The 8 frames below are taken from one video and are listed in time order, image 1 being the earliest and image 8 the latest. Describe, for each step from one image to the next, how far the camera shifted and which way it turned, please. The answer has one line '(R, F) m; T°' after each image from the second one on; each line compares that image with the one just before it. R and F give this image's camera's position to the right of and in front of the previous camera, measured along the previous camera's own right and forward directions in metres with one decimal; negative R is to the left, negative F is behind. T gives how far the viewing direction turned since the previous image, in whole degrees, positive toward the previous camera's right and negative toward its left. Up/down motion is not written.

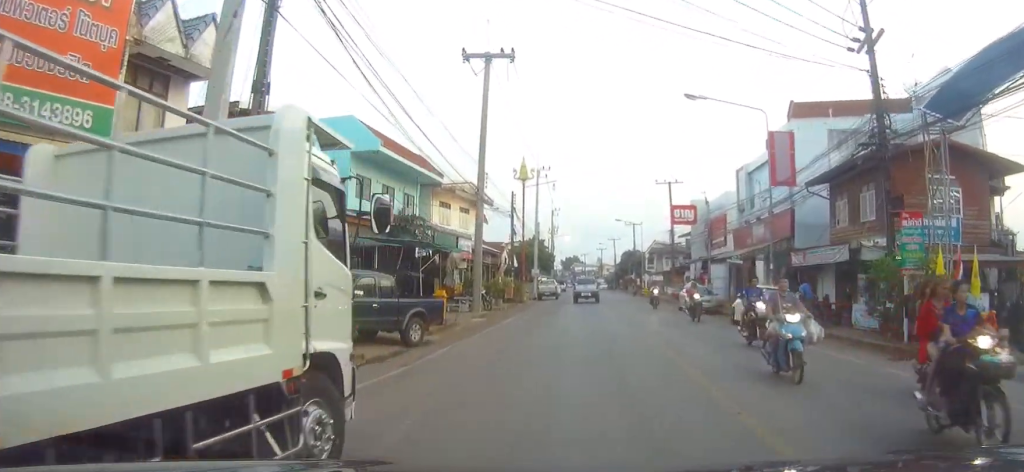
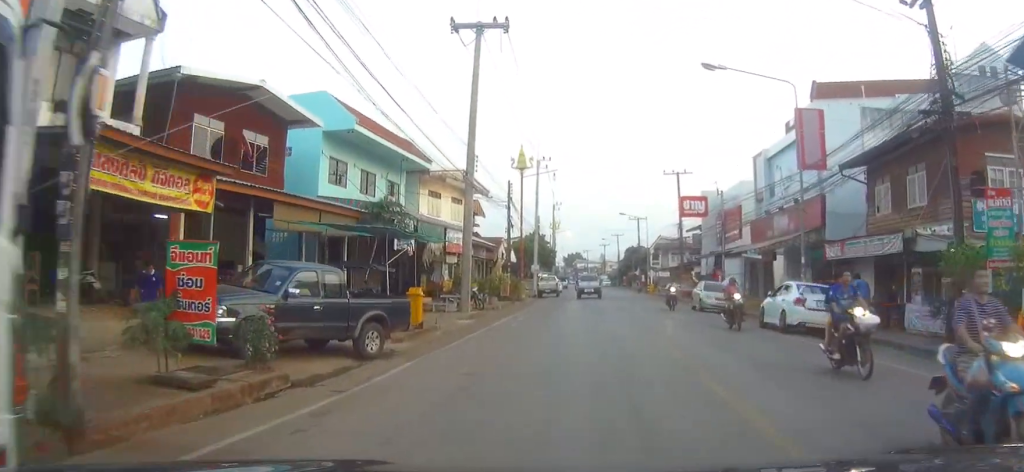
(0.0, +4.0) m; 0°
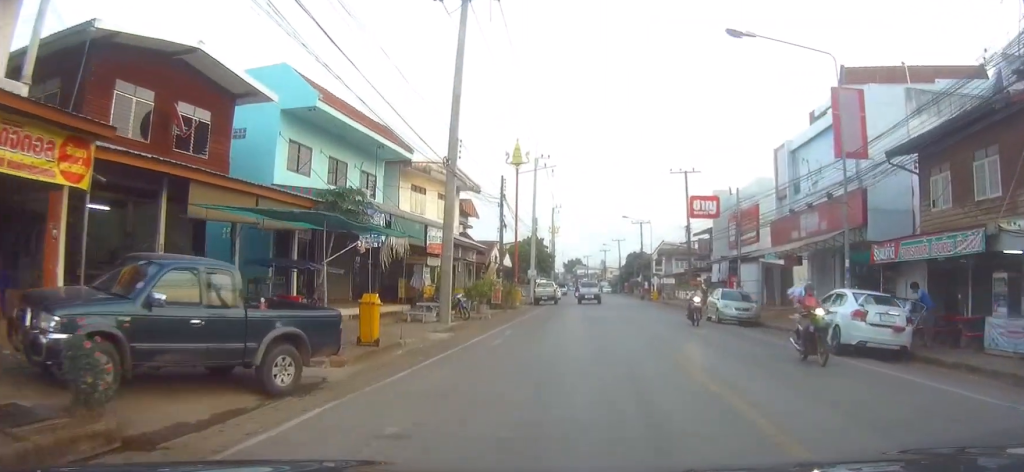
(0.0, +4.6) m; 0°
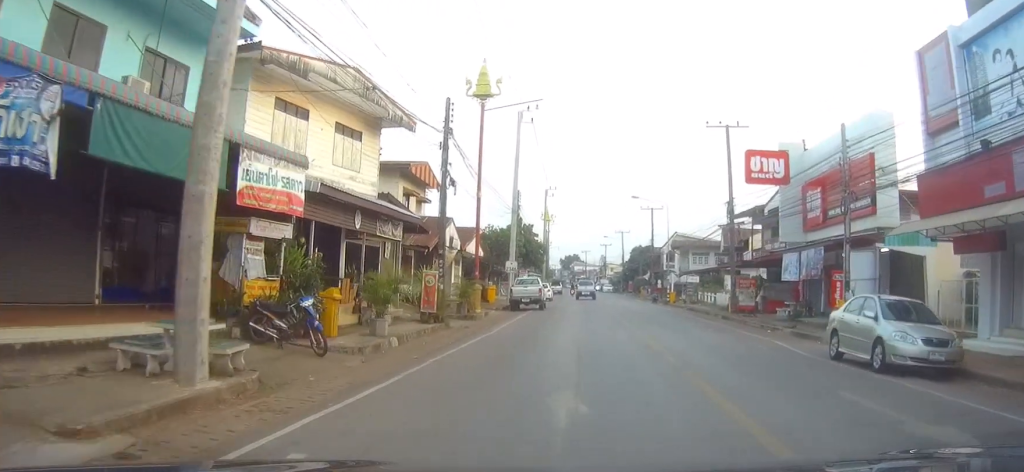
(+0.1, +17.7) m; +1°
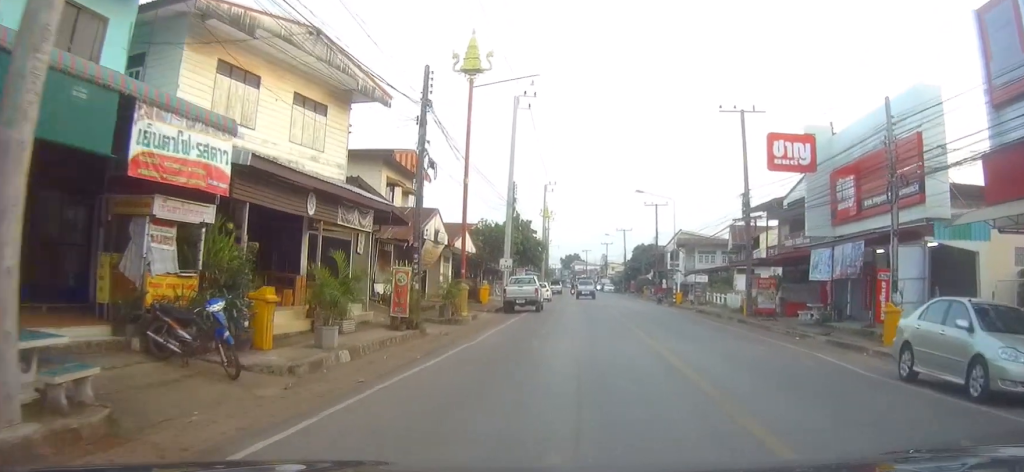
(+0.1, +4.1) m; 0°
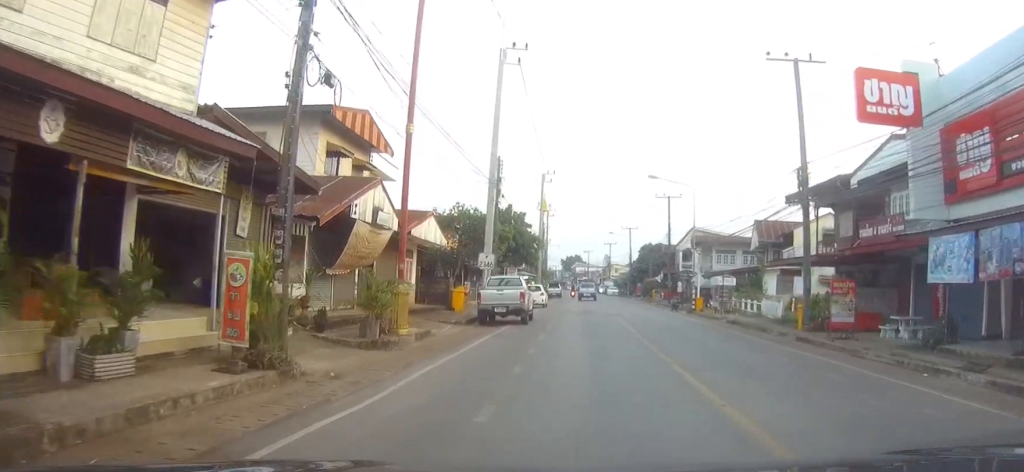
(-0.2, +9.7) m; -1°
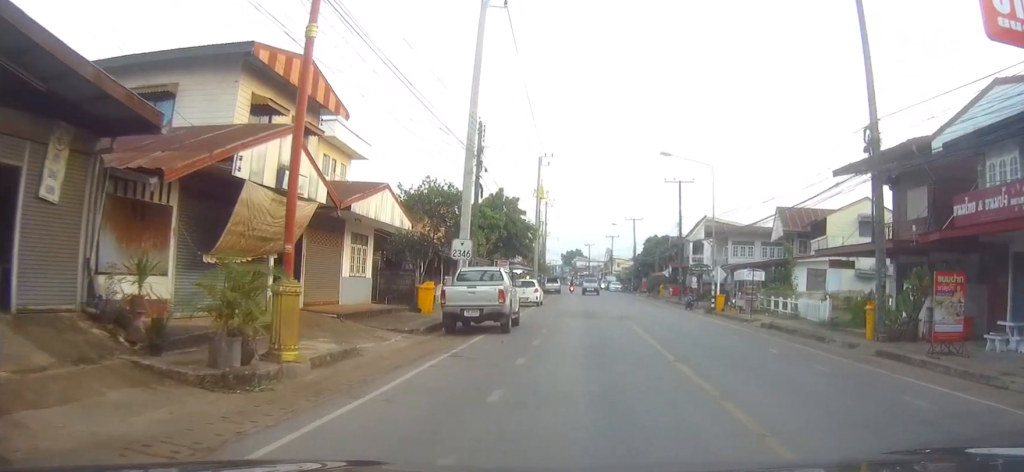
(0.0, +7.5) m; 0°
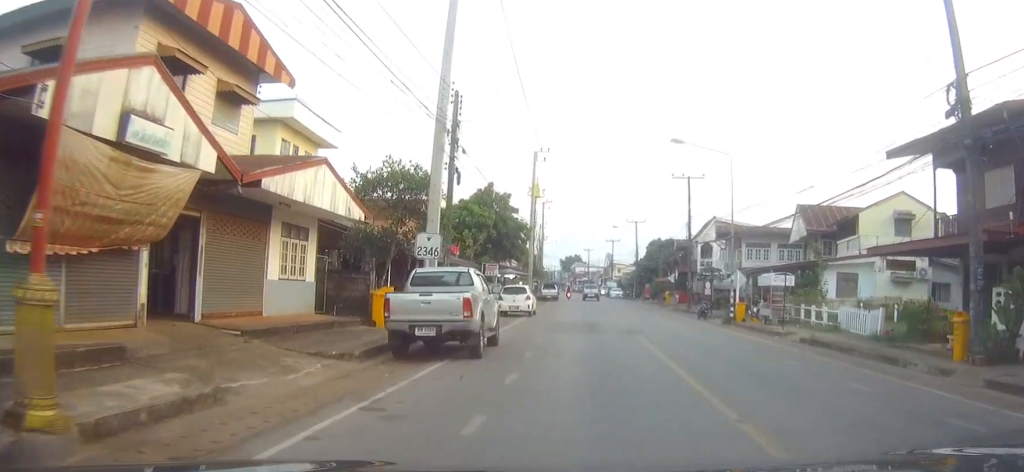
(0.0, +5.6) m; +1°
